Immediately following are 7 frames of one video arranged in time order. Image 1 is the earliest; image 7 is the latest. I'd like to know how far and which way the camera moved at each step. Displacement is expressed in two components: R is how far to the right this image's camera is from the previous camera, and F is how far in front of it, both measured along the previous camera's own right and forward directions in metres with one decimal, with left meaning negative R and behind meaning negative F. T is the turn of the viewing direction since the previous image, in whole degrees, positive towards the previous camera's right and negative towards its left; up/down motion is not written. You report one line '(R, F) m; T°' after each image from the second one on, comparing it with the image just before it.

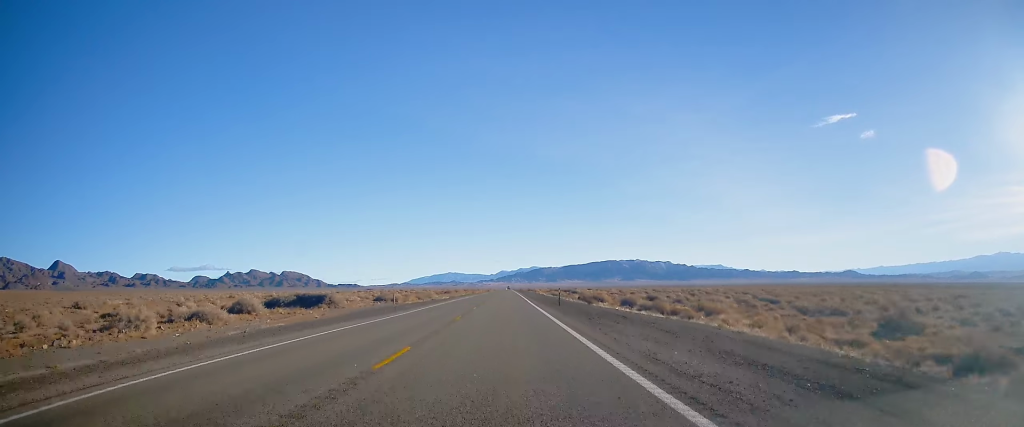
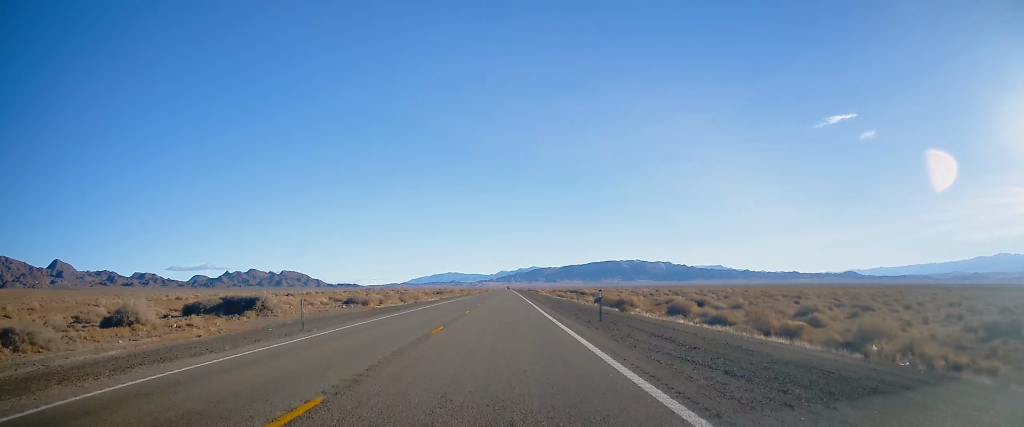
(-0.1, +17.7) m; +1°
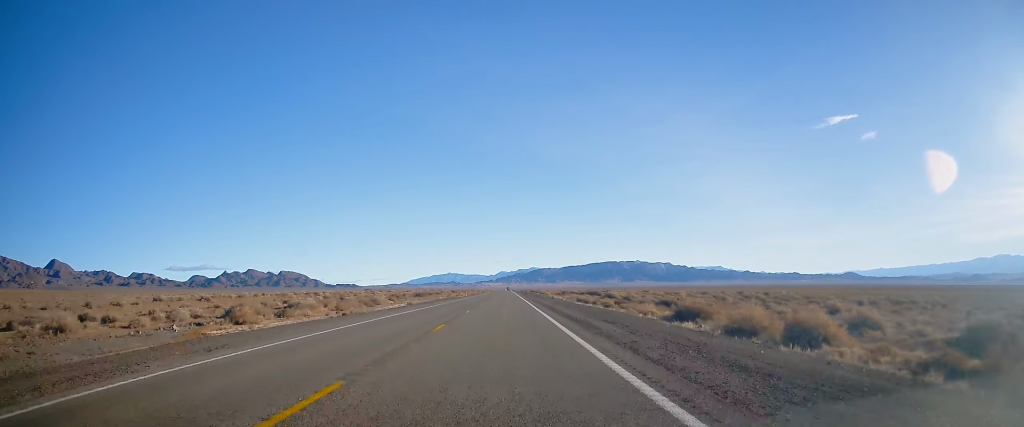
(+0.8, +35.7) m; 0°
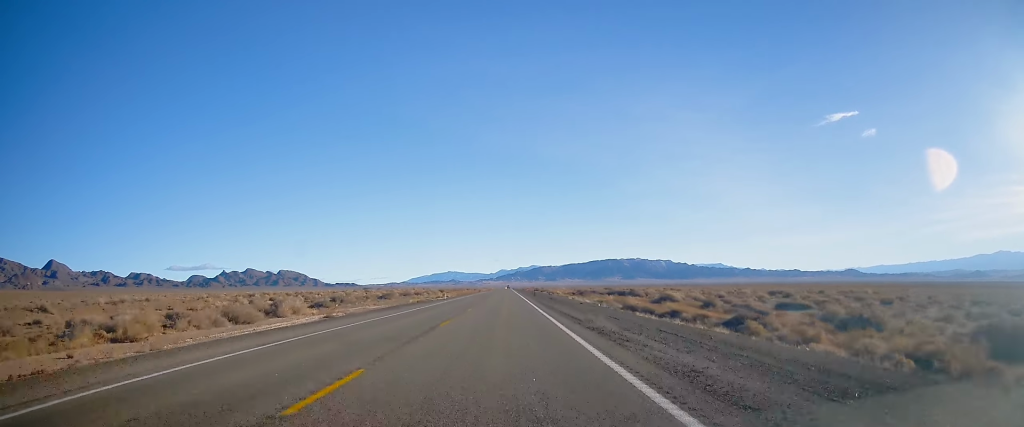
(-1.0, +35.6) m; -1°
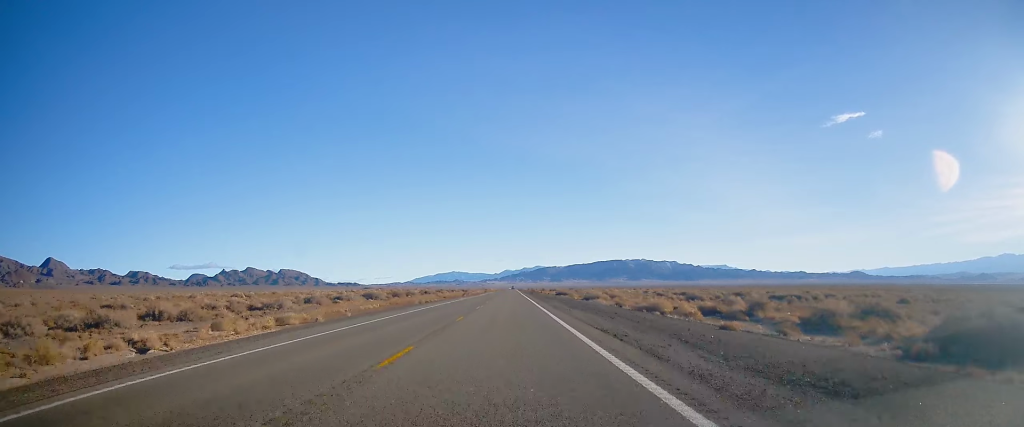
(+1.0, +93.1) m; 0°
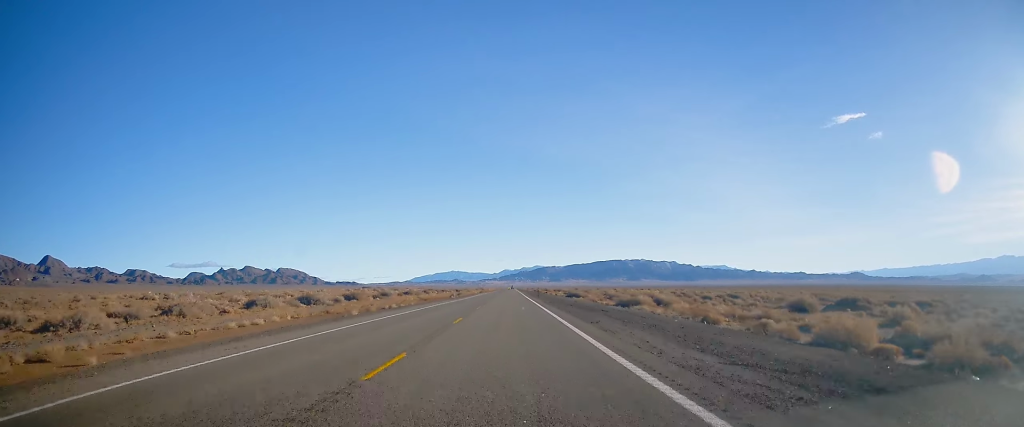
(0.0, +25.7) m; 0°
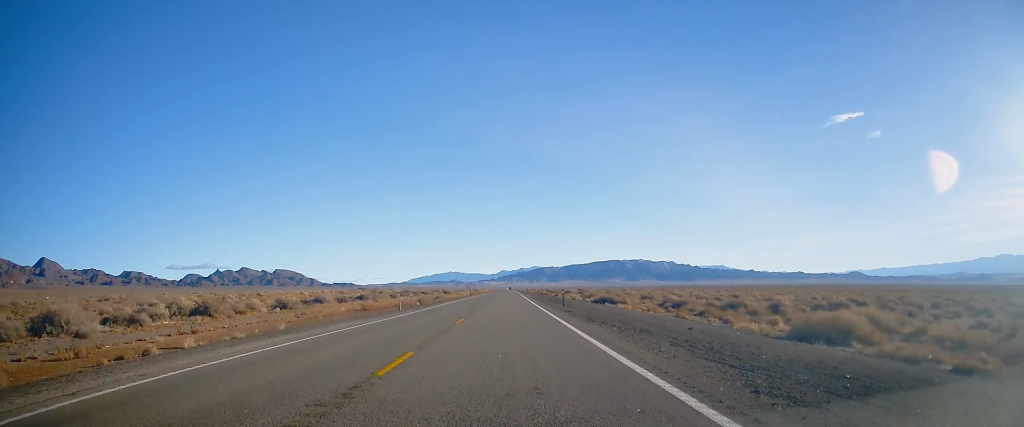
(+0.3, +36.0) m; 0°
